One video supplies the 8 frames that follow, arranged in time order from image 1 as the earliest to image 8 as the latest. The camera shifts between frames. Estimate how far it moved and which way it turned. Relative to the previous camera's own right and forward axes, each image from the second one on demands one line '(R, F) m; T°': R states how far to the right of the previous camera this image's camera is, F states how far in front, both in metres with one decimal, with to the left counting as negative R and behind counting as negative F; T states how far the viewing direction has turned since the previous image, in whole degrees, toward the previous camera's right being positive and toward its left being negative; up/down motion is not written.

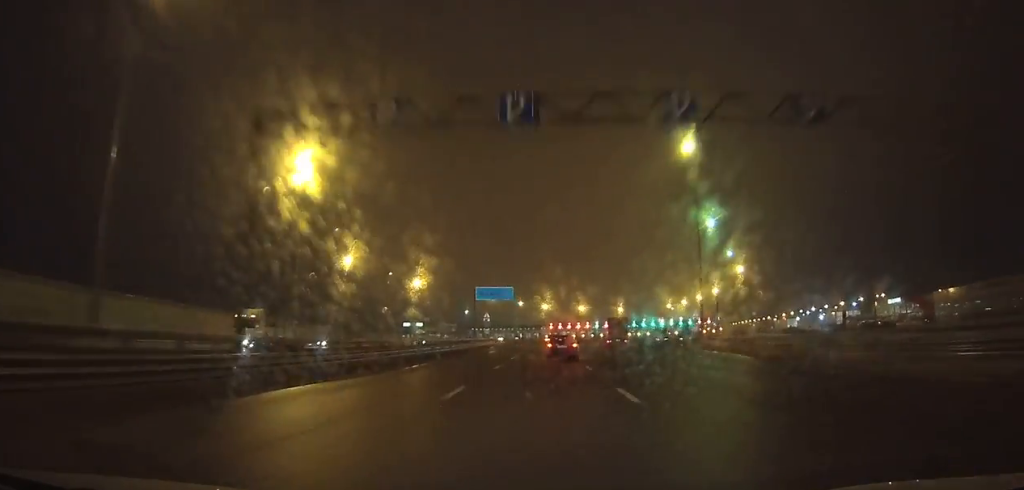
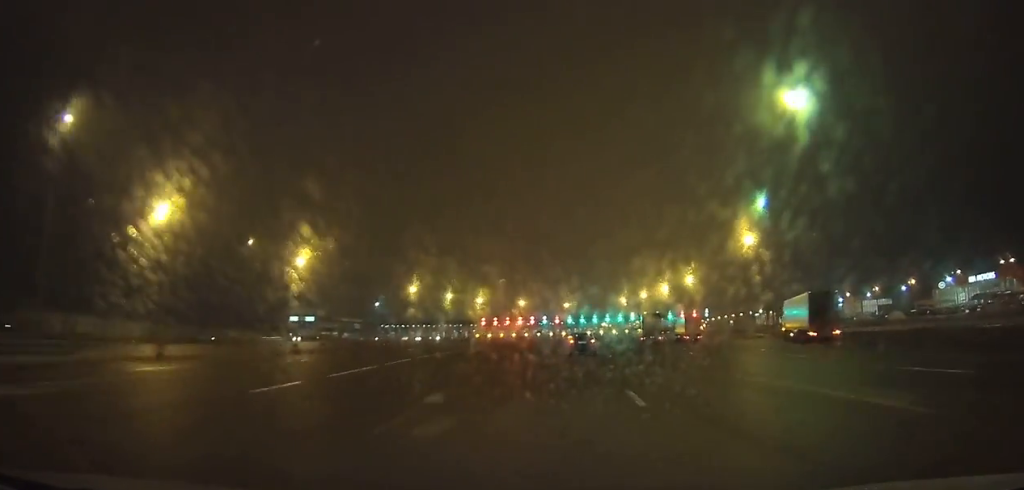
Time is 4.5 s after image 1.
(+2.7, +82.8) m; +6°
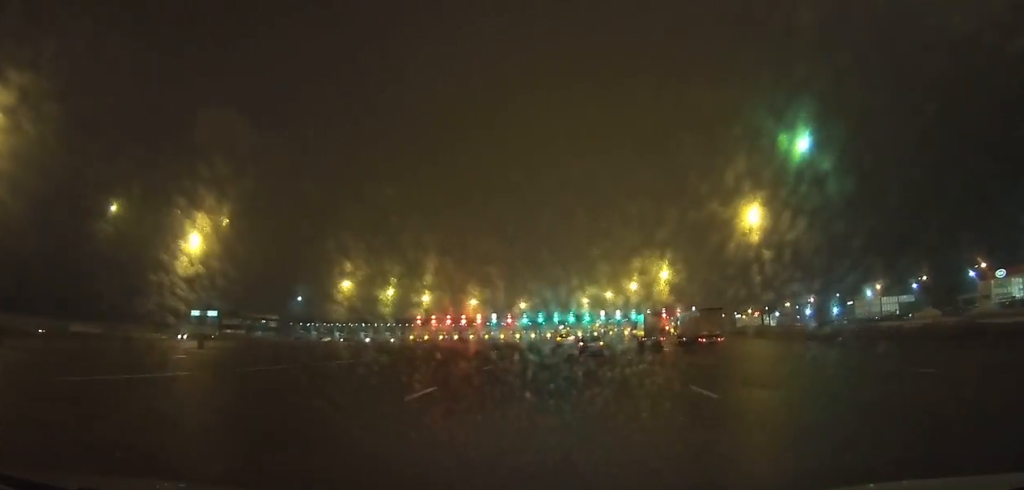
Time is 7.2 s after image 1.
(+2.2, +46.3) m; +4°
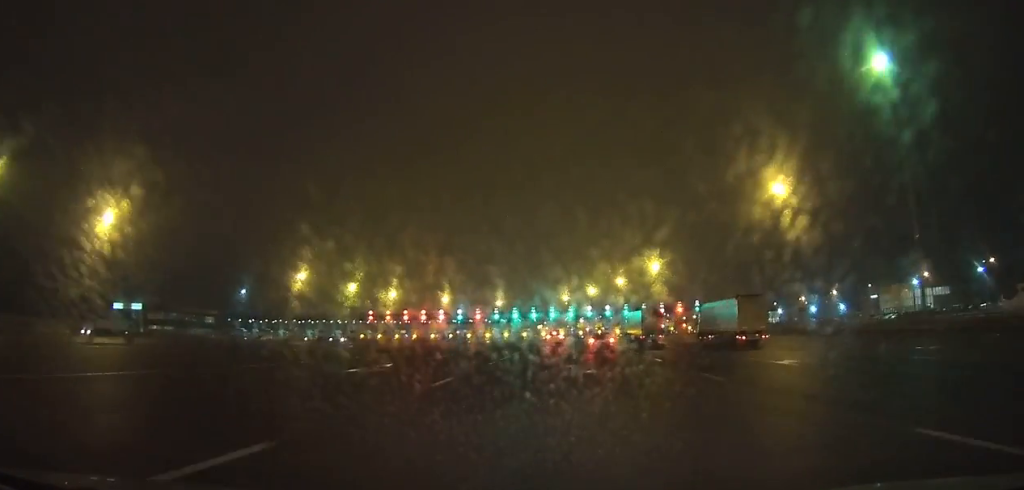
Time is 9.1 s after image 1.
(+0.7, +30.6) m; +1°
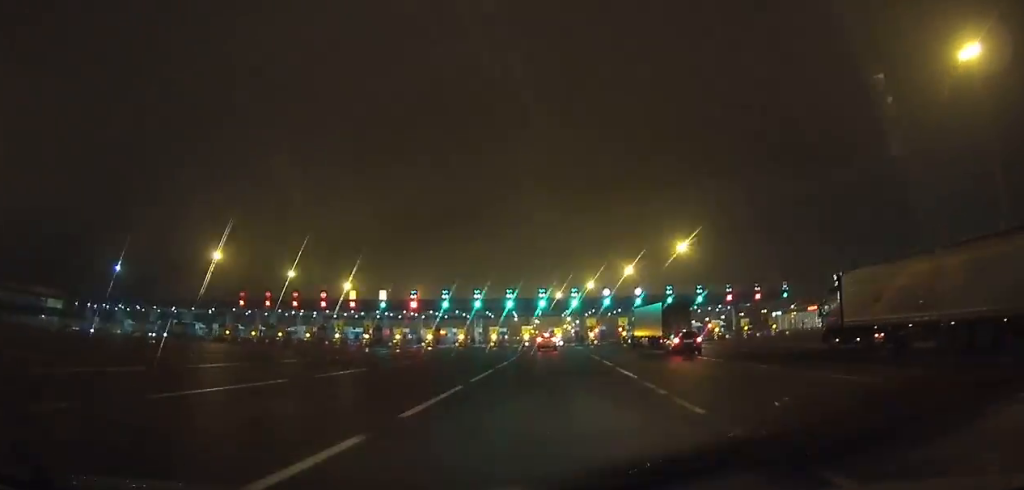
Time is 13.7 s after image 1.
(+1.2, +66.8) m; +1°
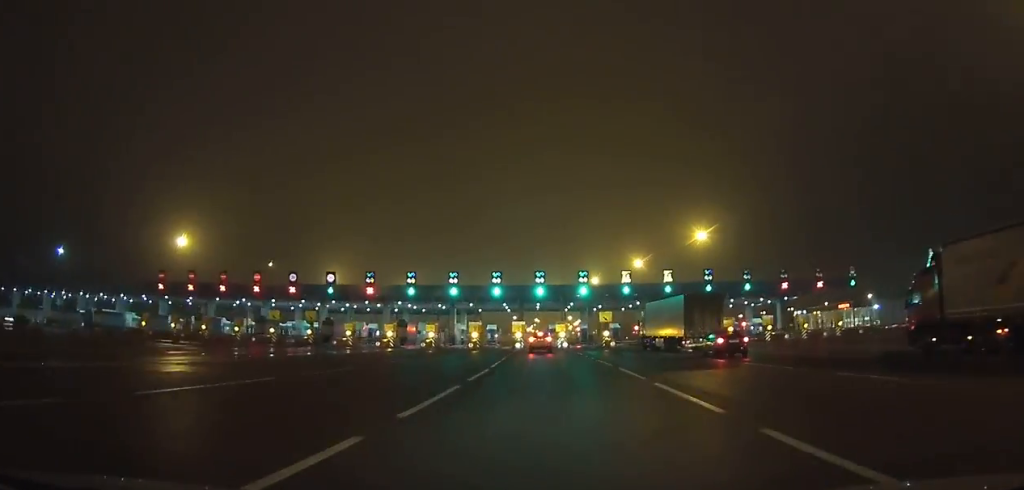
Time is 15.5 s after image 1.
(-0.1, +20.8) m; 0°
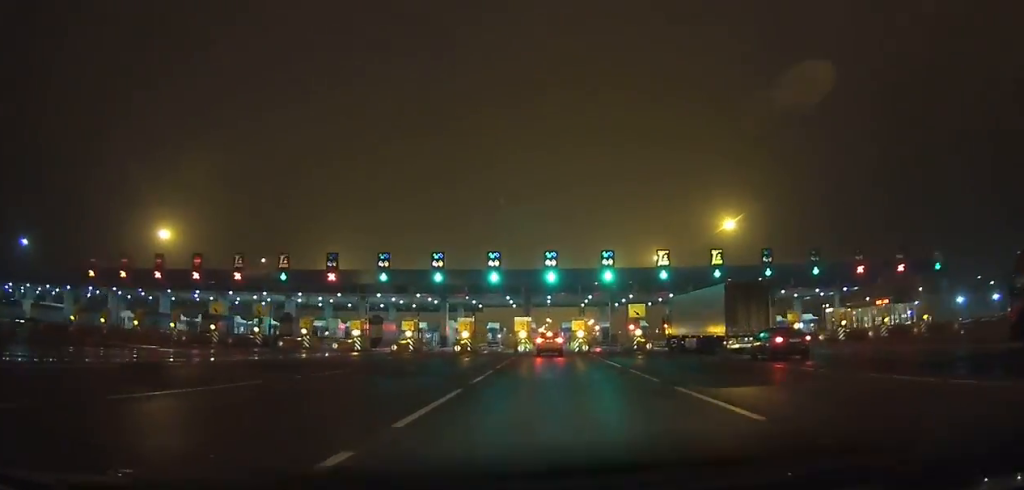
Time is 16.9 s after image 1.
(0.0, +15.6) m; 0°
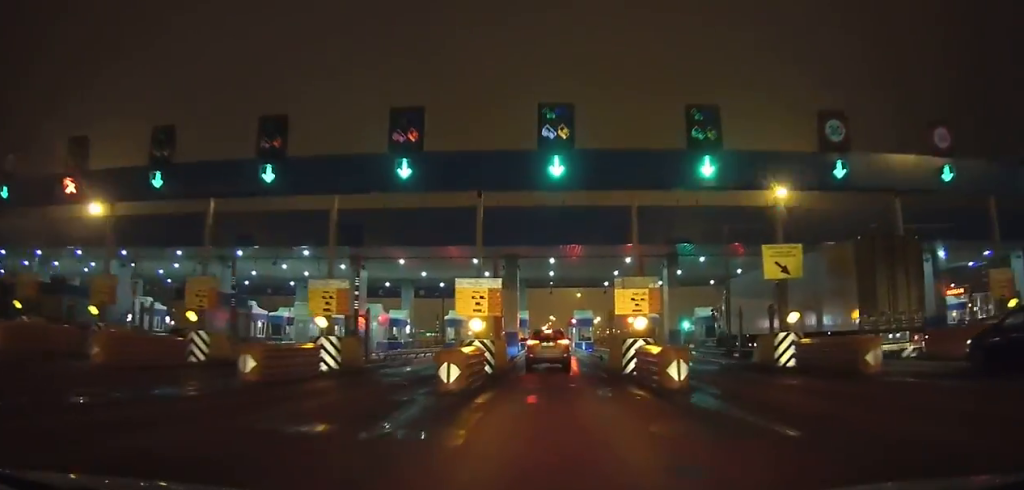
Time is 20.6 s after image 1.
(-0.3, +30.0) m; -1°
